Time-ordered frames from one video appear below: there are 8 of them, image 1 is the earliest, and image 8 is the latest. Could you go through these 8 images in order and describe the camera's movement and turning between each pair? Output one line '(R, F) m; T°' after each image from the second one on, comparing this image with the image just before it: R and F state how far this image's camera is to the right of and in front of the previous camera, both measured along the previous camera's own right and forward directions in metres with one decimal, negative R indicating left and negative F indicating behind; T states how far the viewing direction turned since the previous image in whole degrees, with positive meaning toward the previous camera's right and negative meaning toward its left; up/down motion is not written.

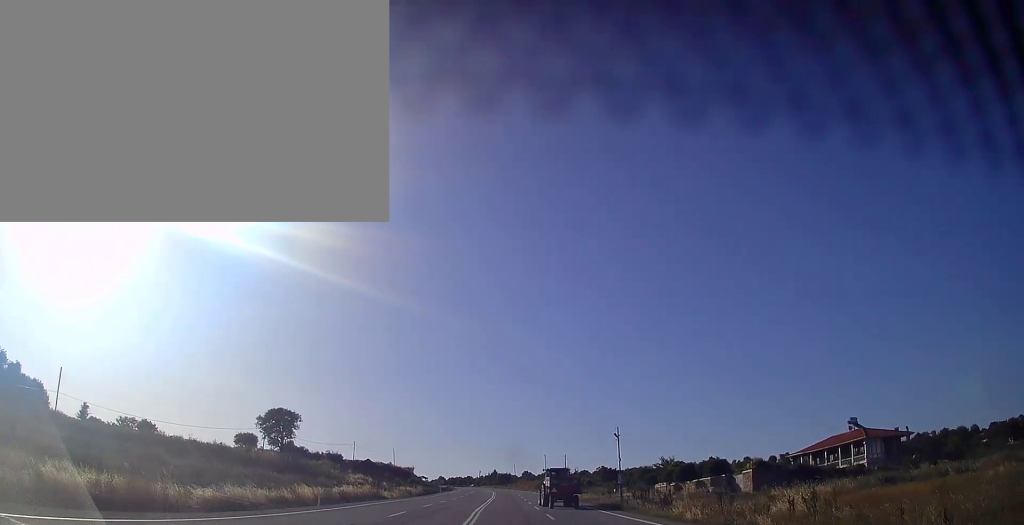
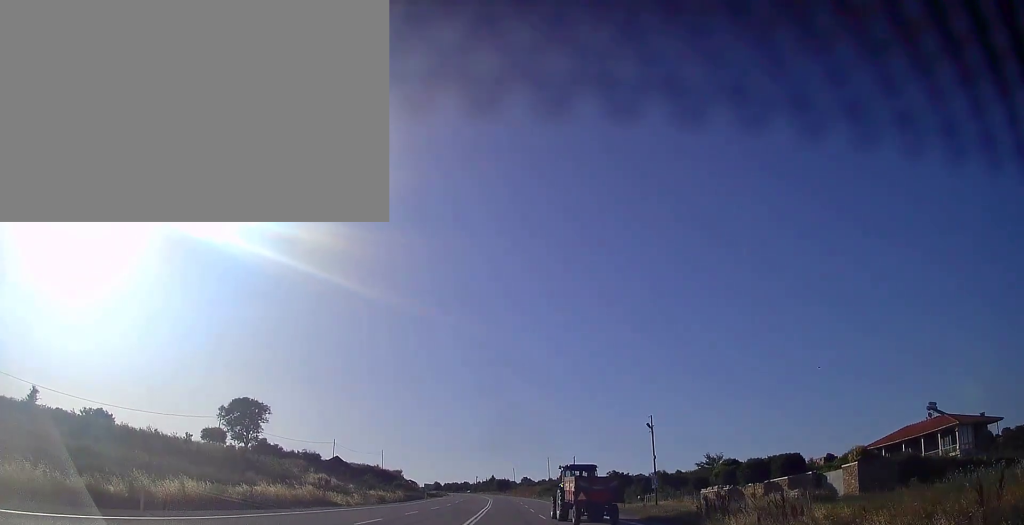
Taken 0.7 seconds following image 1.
(+0.1, +17.8) m; 0°
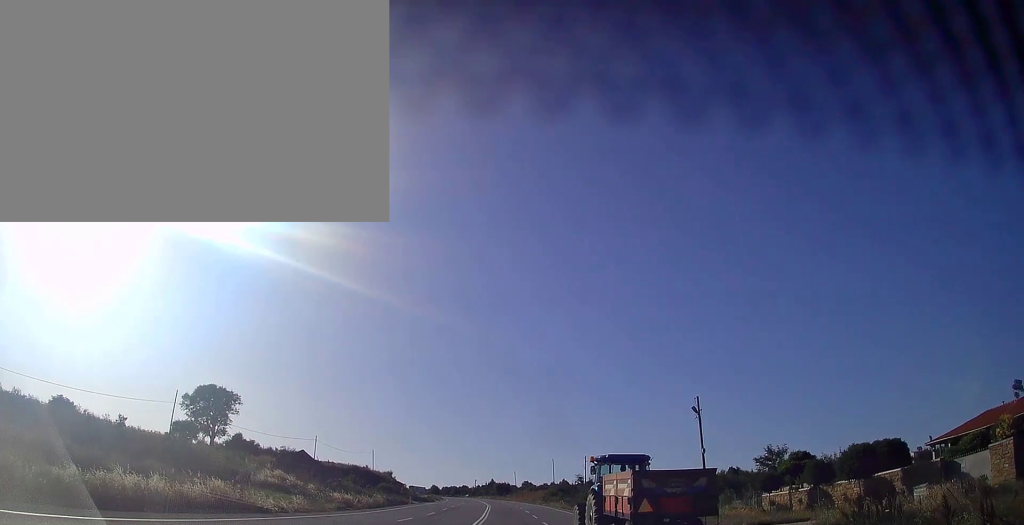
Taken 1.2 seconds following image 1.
(0.0, +14.1) m; 0°
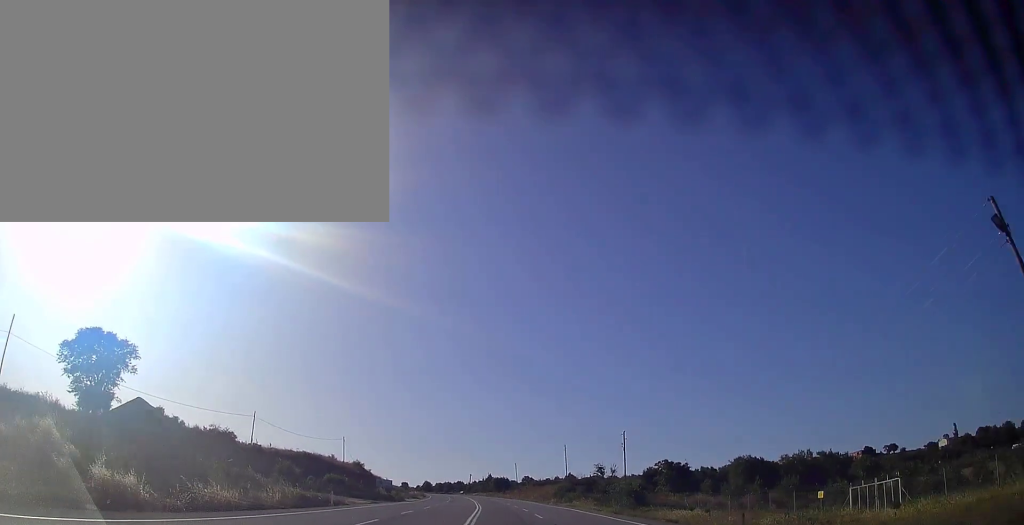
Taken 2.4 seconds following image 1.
(0.0, +31.4) m; 0°
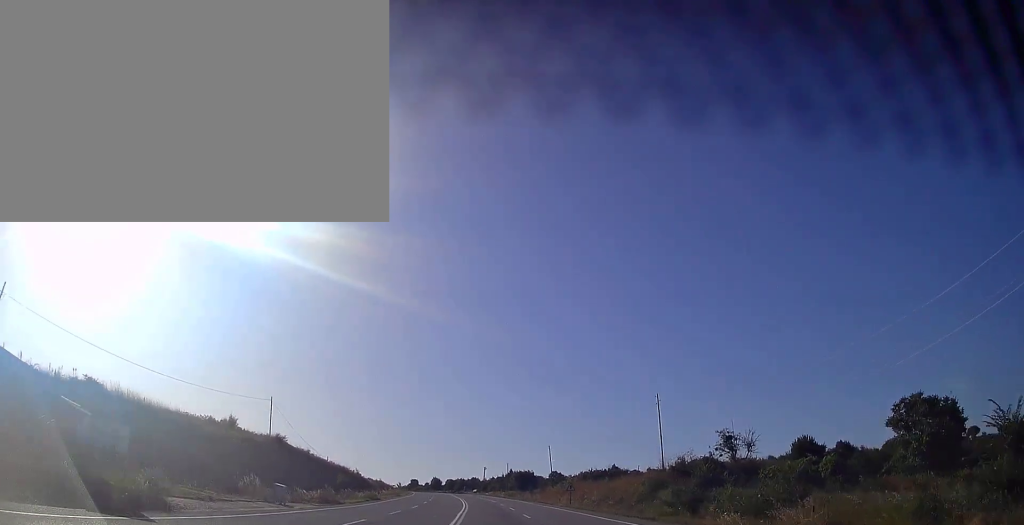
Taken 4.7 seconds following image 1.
(-0.2, +57.9) m; -1°
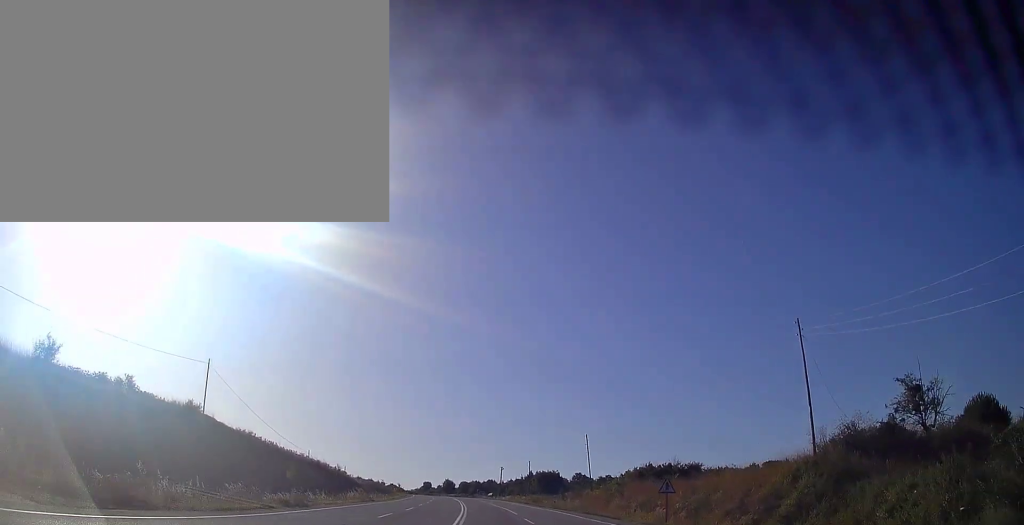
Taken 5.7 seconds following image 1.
(-0.4, +26.0) m; -2°
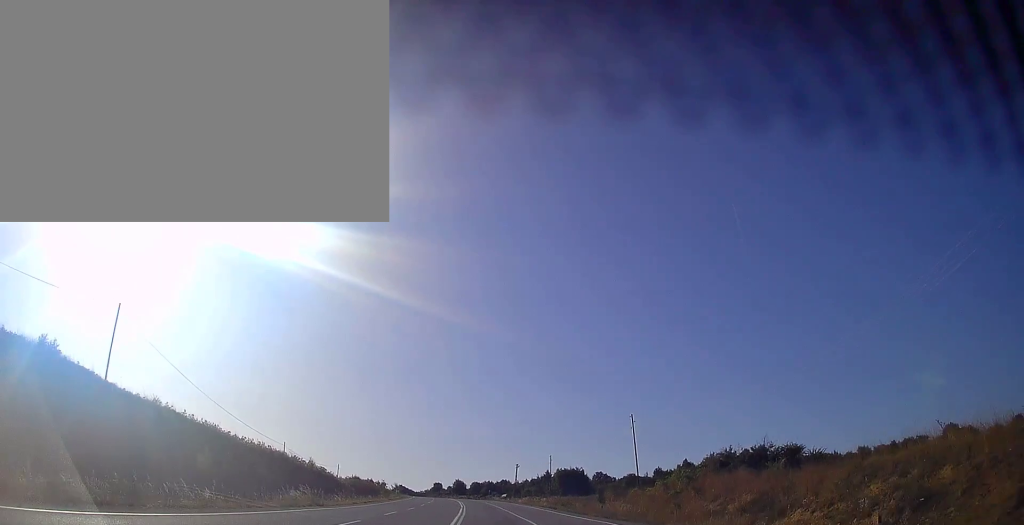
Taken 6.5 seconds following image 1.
(-0.2, +20.1) m; -1°
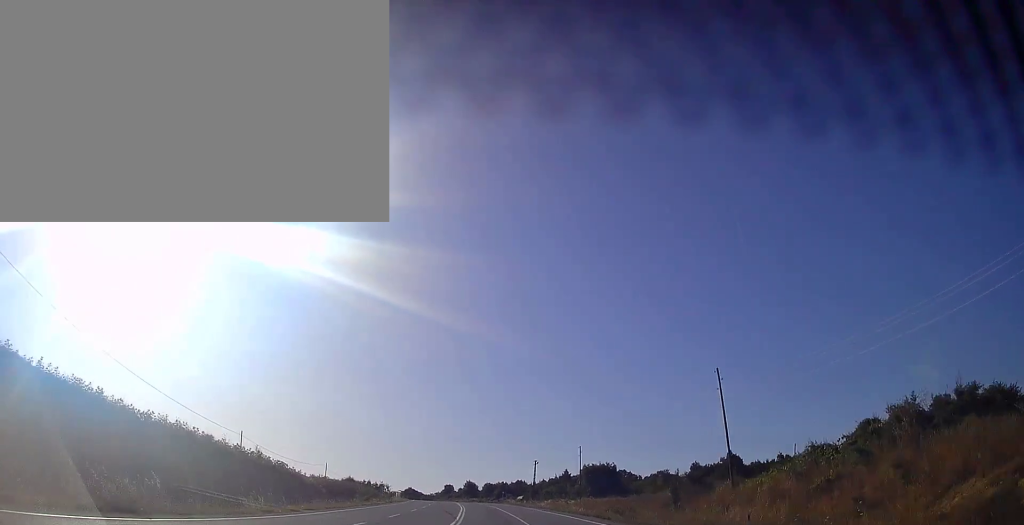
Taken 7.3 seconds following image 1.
(-0.3, +21.0) m; -1°
